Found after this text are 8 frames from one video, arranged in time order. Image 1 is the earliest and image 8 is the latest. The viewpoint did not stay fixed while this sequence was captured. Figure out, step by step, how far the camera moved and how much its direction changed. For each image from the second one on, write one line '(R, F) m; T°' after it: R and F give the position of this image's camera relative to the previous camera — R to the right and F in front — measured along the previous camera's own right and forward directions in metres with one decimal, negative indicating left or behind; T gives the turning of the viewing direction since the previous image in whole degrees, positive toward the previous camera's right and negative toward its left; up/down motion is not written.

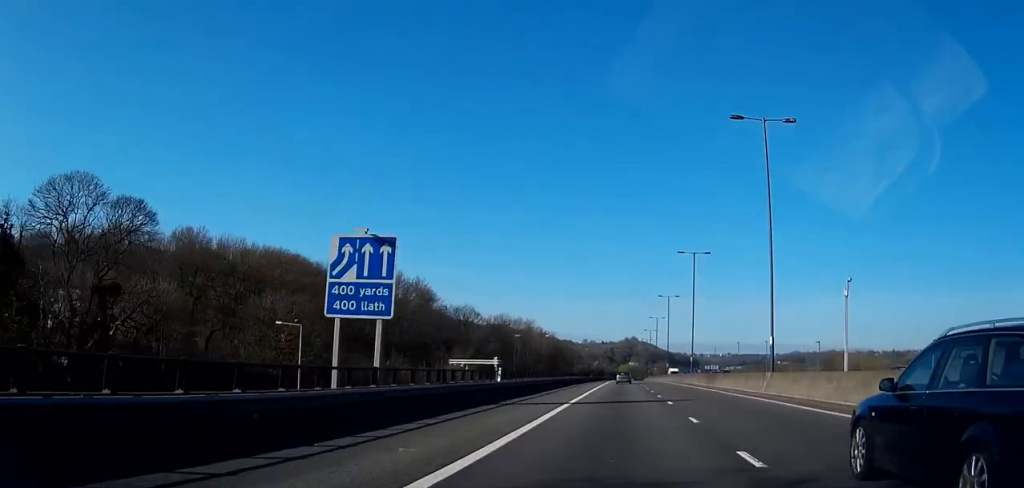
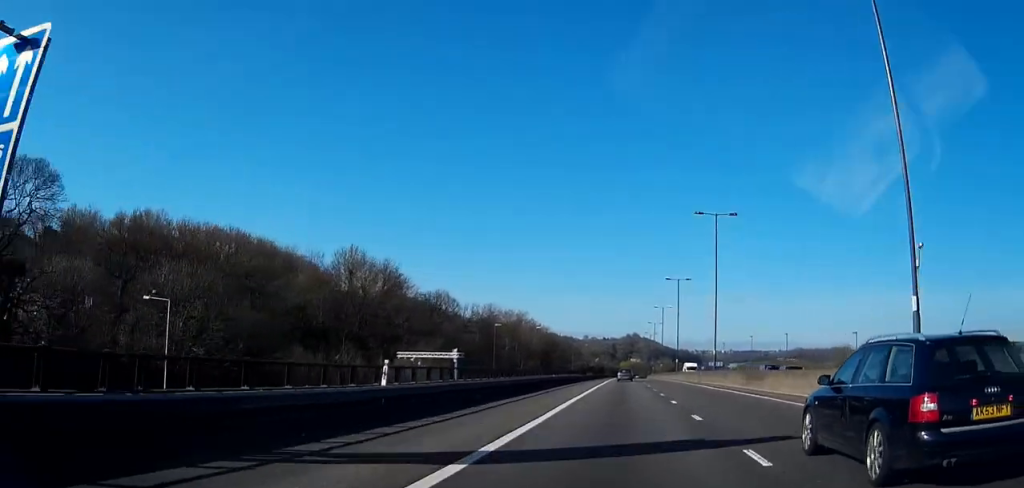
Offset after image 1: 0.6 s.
(+0.5, +17.5) m; +1°
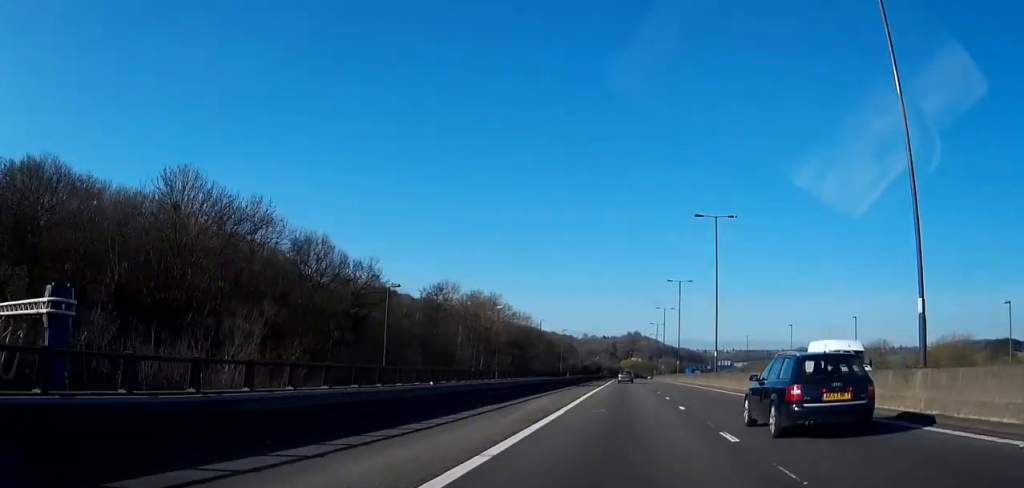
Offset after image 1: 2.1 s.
(-0.6, +39.9) m; -1°
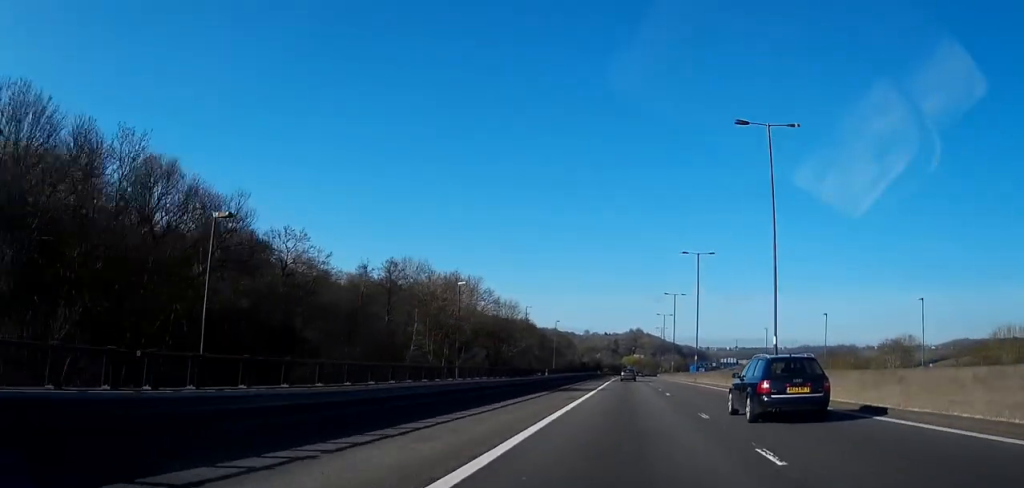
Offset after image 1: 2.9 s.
(-0.1, +21.7) m; 0°
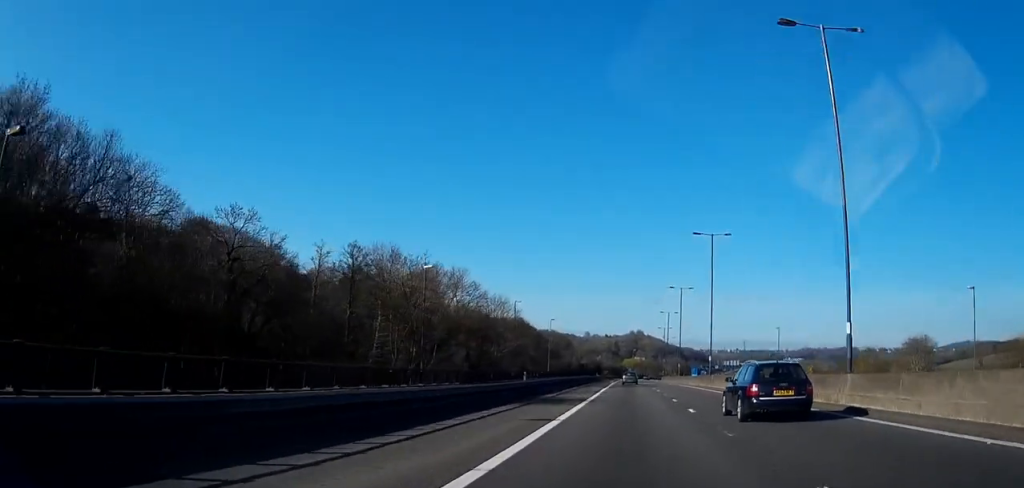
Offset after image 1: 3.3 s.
(0.0, +11.7) m; 0°
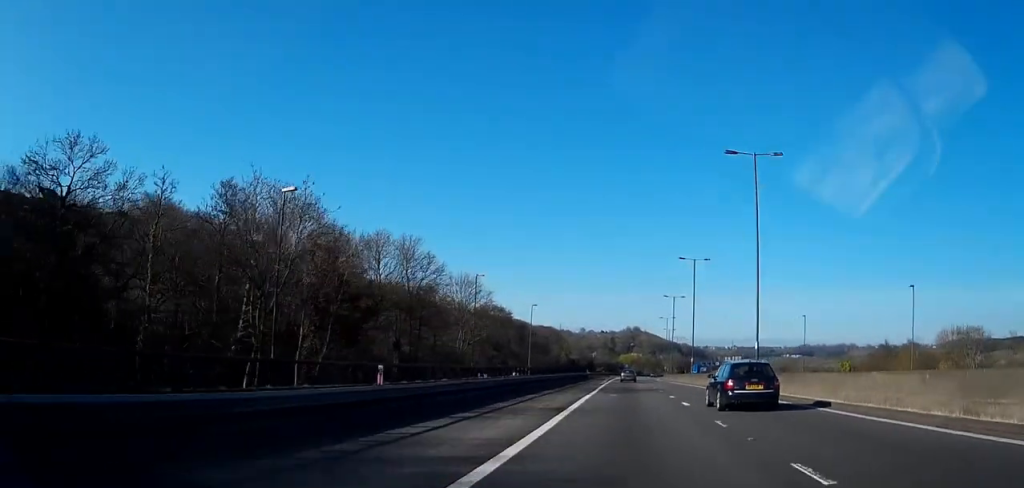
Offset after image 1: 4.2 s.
(0.0, +23.6) m; 0°
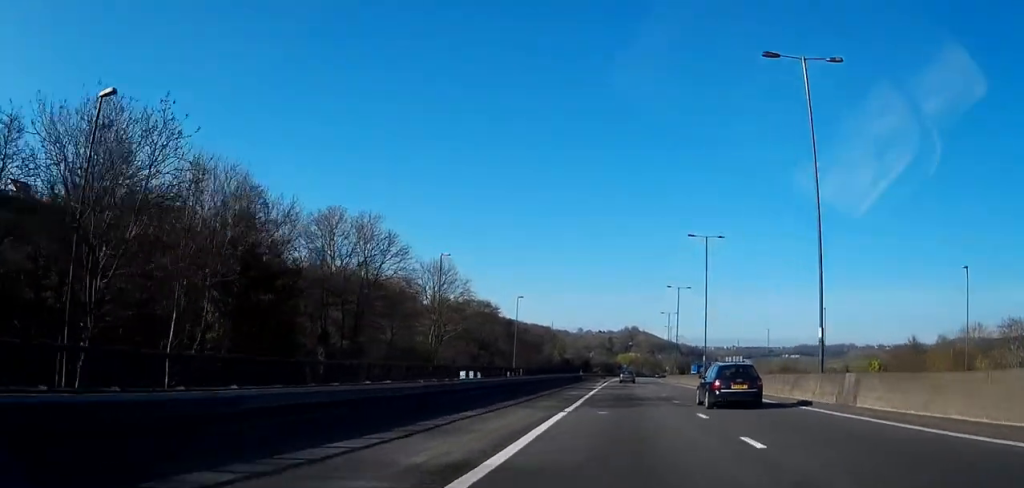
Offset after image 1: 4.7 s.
(0.0, +13.7) m; 0°
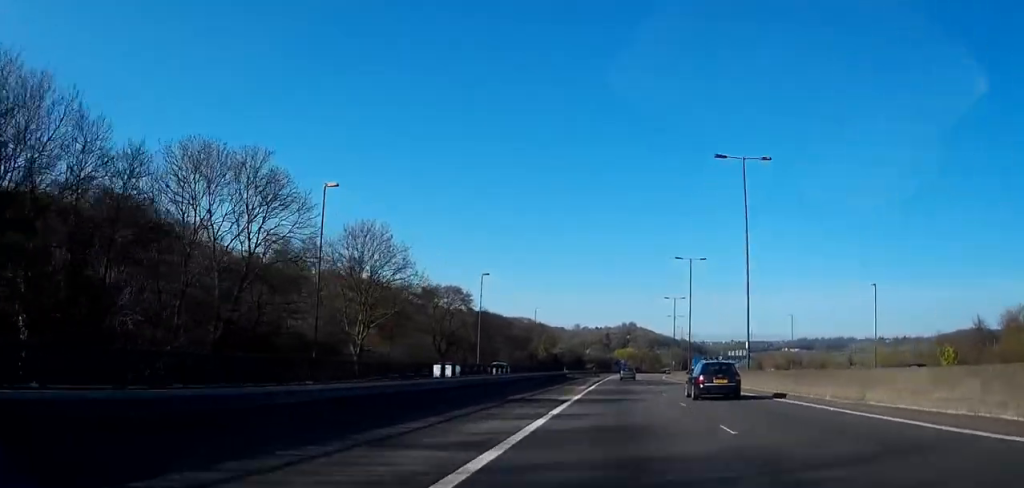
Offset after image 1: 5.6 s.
(0.0, +23.8) m; 0°
